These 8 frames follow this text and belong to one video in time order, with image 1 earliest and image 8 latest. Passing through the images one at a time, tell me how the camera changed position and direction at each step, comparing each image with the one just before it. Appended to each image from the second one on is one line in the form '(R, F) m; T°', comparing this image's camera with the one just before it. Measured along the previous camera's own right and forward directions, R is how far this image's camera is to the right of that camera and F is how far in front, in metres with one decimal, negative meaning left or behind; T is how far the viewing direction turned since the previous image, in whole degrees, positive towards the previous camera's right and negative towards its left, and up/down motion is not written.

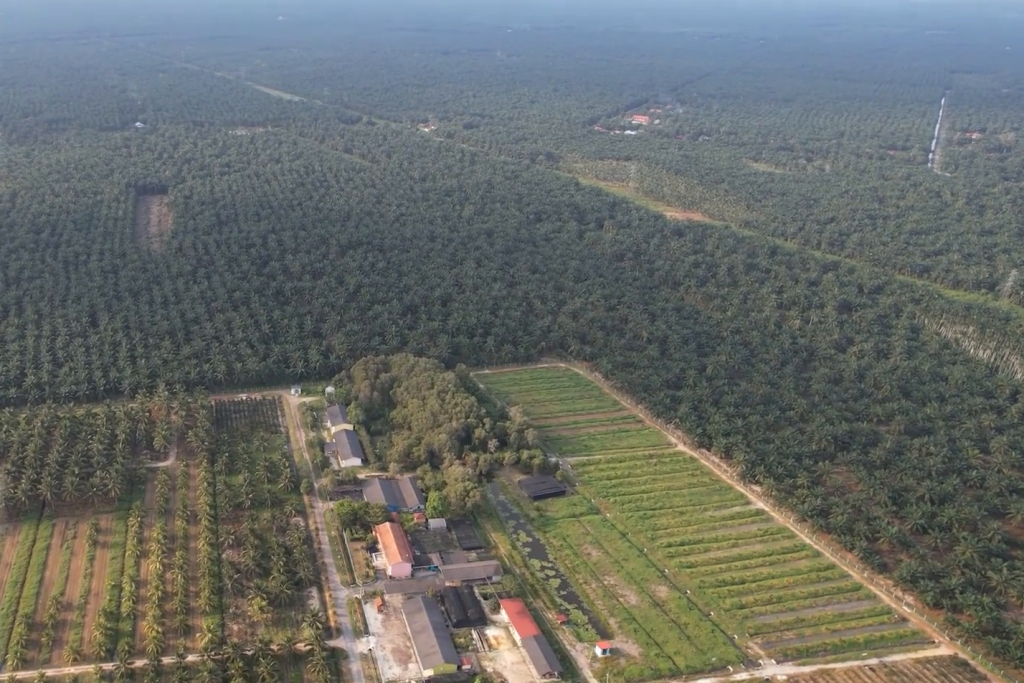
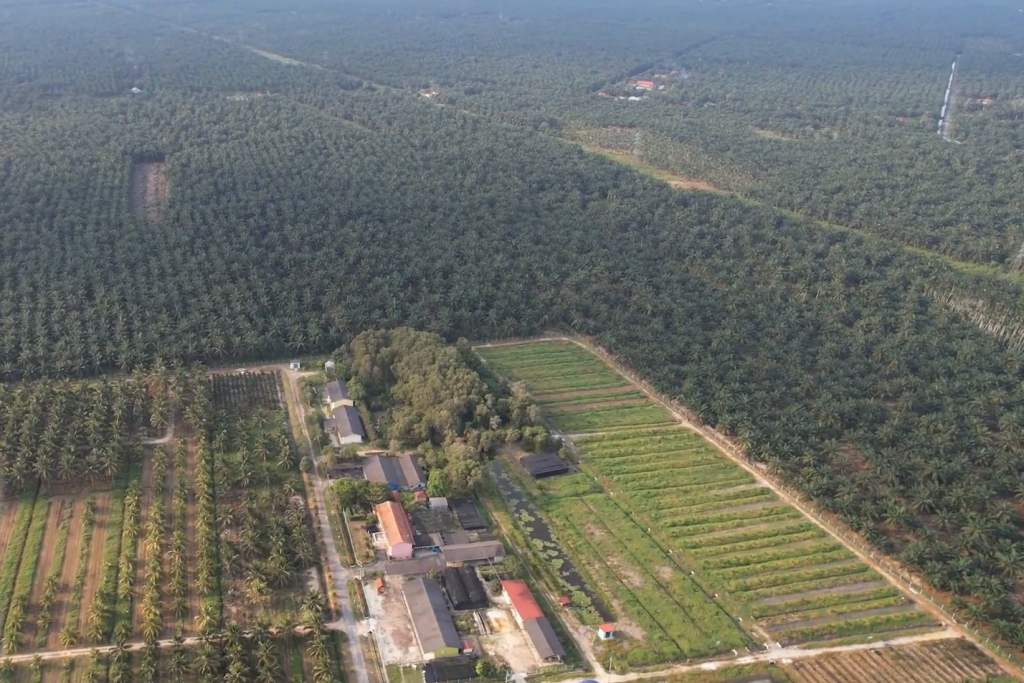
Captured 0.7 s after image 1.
(0.0, +6.6) m; 0°
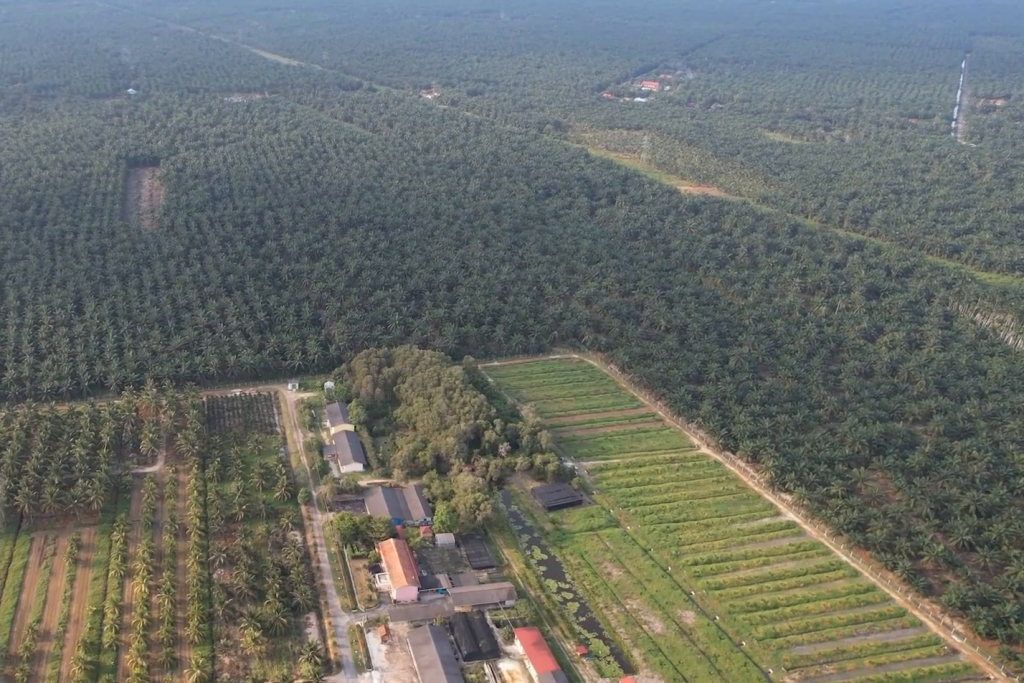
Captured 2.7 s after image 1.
(+0.1, +20.5) m; 0°
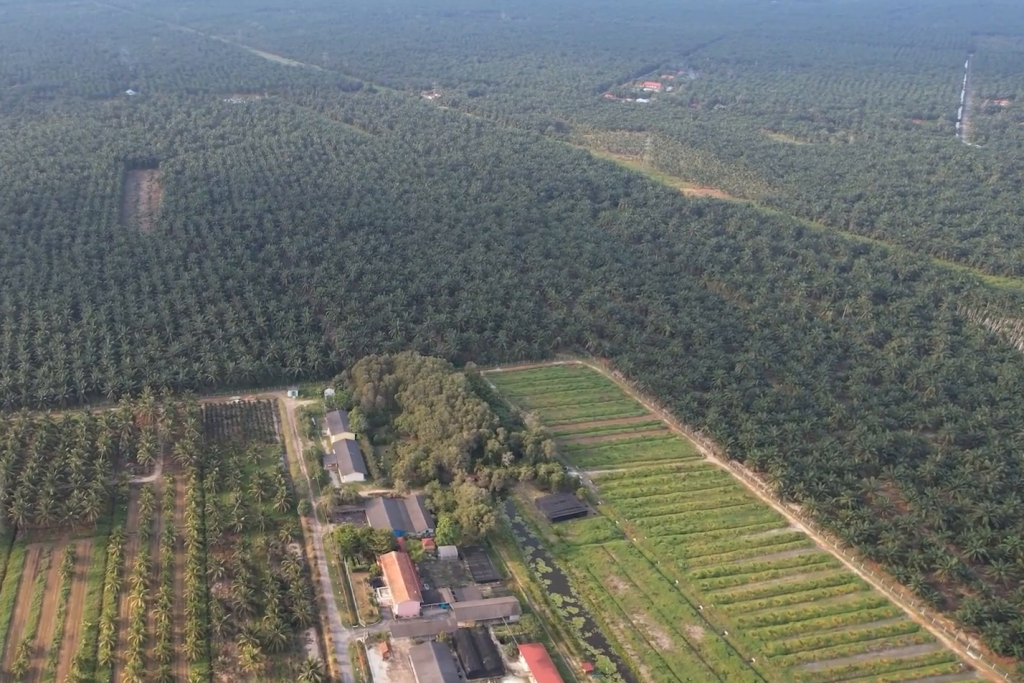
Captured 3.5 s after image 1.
(0.0, +8.2) m; 0°
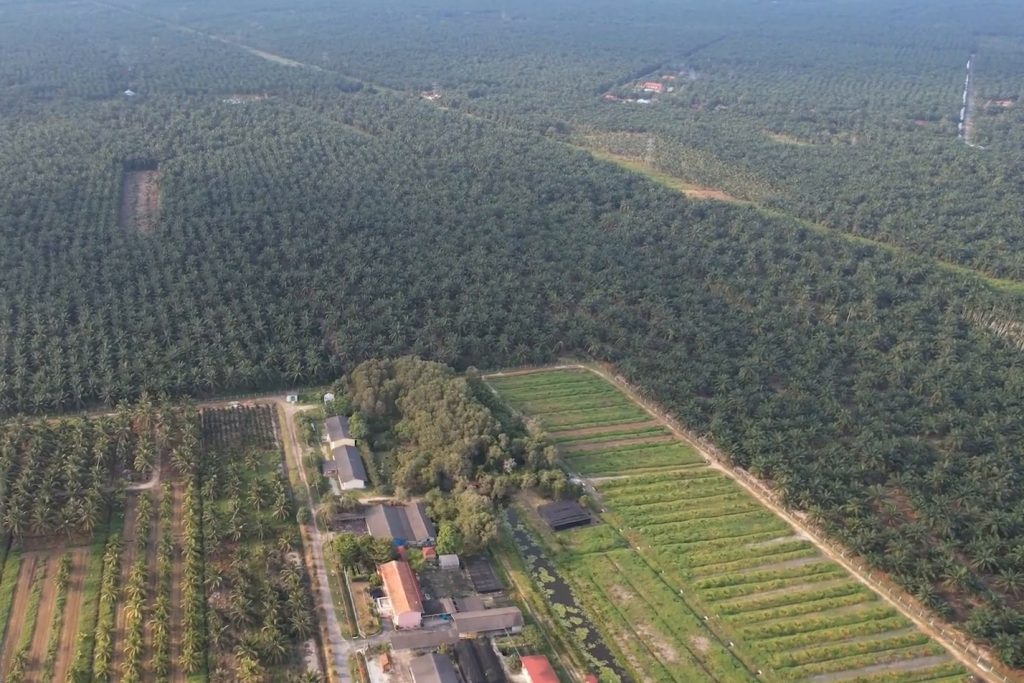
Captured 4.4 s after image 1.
(0.0, +8.0) m; 0°
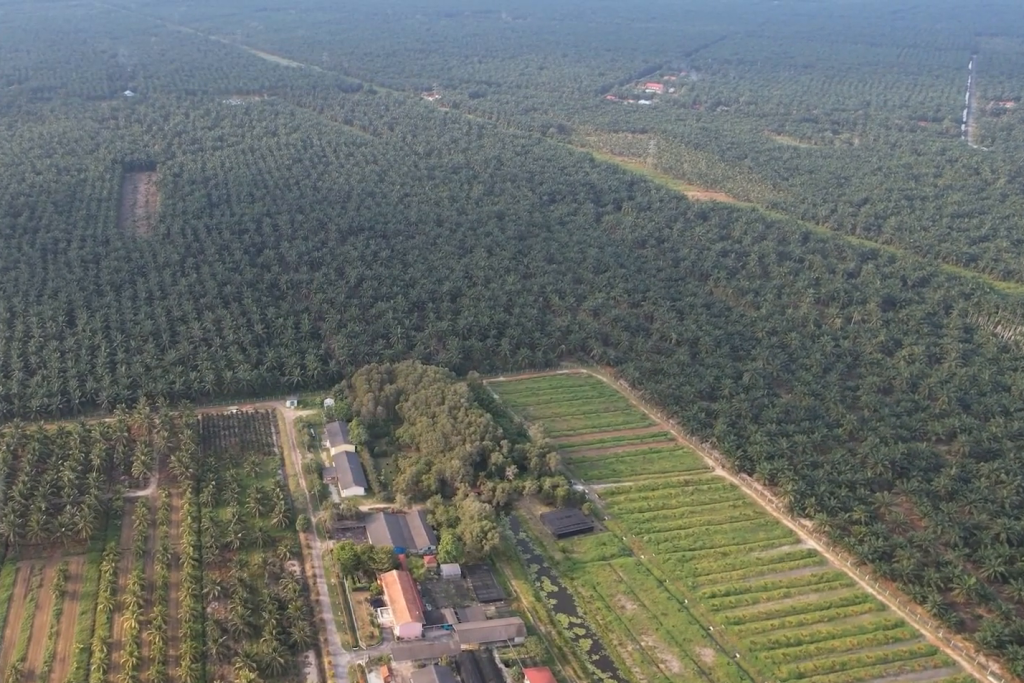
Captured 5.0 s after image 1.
(0.0, +5.8) m; 0°
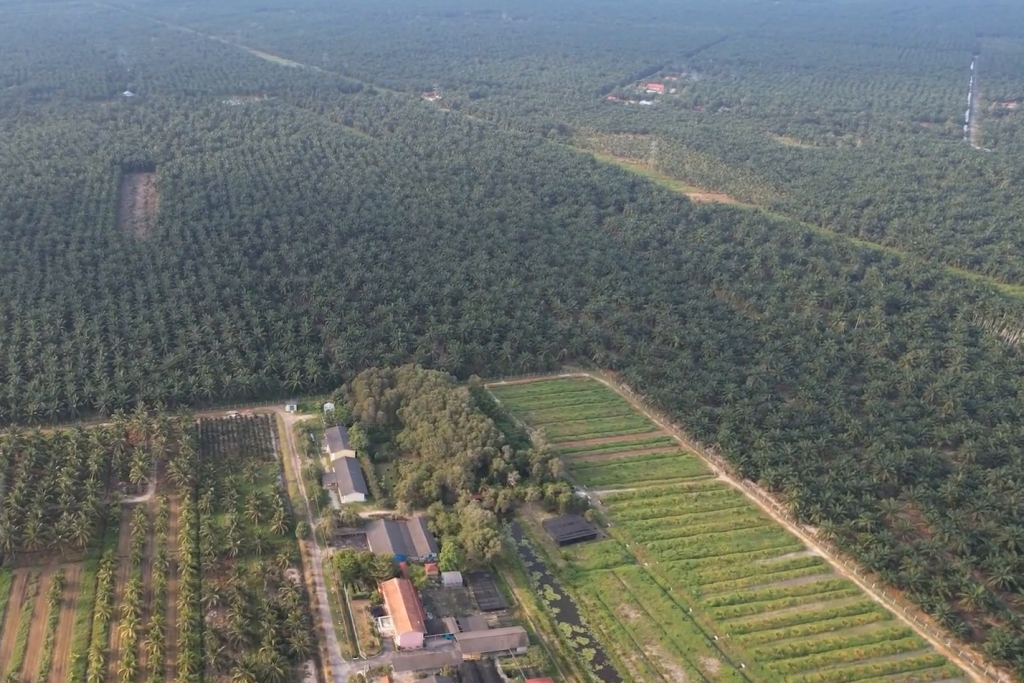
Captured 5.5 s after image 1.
(0.0, +4.2) m; 0°
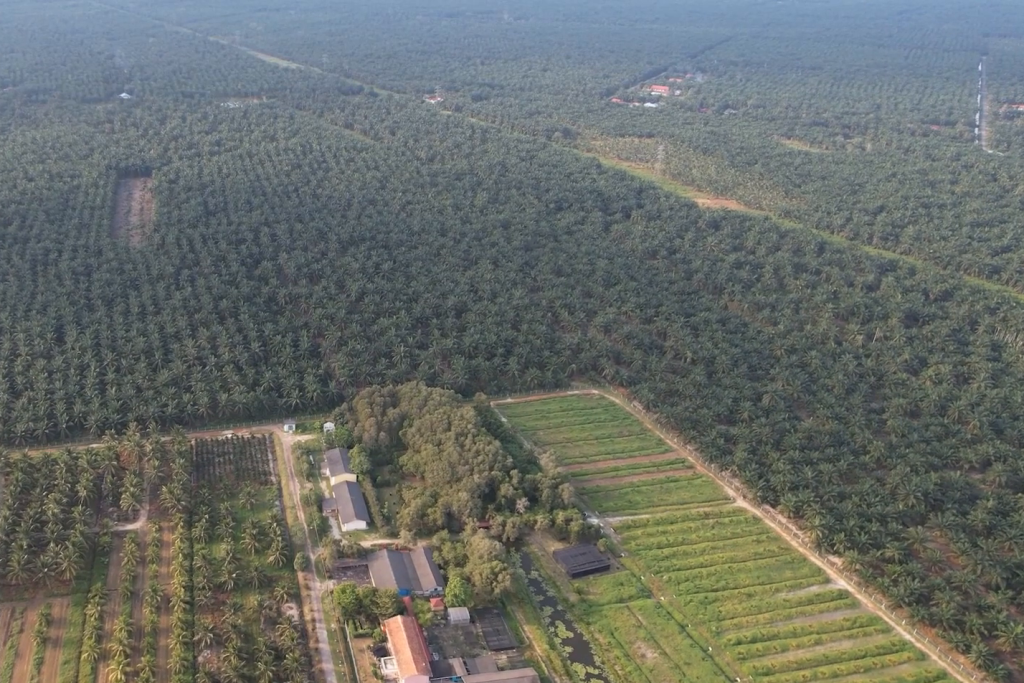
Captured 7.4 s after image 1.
(0.0, +15.9) m; 0°
